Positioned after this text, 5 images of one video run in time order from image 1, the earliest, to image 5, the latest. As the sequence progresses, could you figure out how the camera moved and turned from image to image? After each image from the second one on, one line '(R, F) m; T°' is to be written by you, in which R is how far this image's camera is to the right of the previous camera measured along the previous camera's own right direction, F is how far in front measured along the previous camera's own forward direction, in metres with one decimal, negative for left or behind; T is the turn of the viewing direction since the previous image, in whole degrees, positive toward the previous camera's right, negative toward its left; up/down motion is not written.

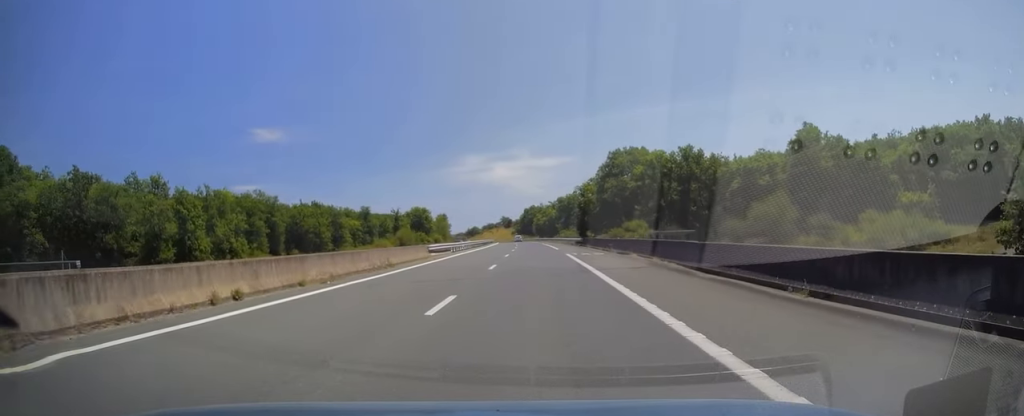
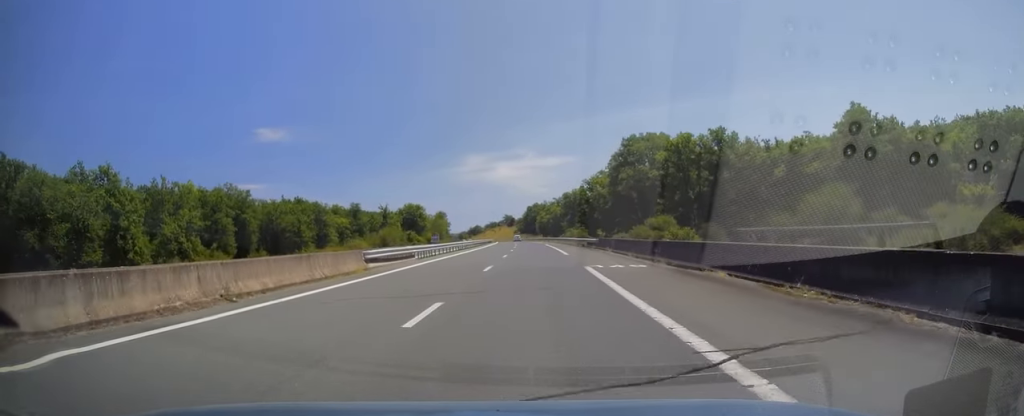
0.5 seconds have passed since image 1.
(0.0, +14.3) m; 0°
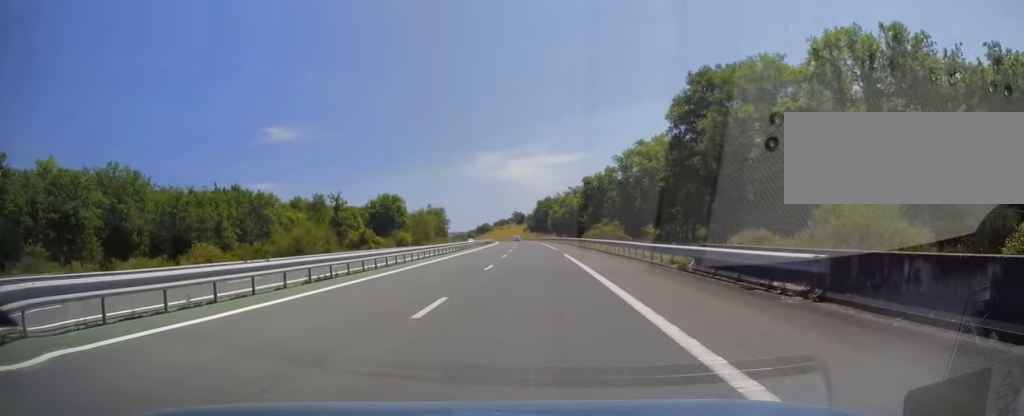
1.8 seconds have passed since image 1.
(0.0, +38.0) m; -1°
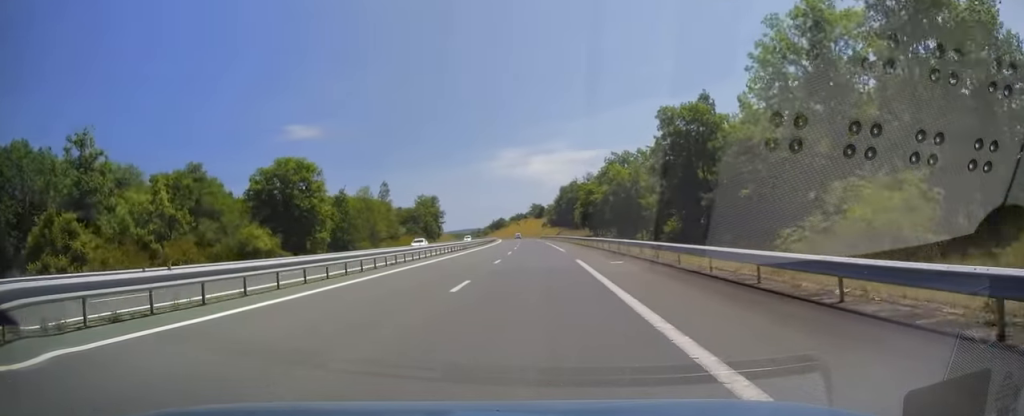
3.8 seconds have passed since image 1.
(-1.8, +60.7) m; -3°
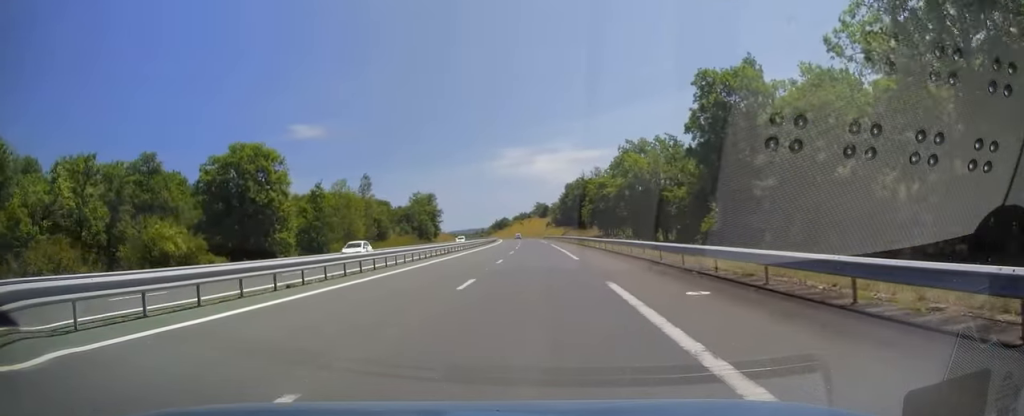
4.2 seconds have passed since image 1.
(0.0, +12.3) m; 0°
